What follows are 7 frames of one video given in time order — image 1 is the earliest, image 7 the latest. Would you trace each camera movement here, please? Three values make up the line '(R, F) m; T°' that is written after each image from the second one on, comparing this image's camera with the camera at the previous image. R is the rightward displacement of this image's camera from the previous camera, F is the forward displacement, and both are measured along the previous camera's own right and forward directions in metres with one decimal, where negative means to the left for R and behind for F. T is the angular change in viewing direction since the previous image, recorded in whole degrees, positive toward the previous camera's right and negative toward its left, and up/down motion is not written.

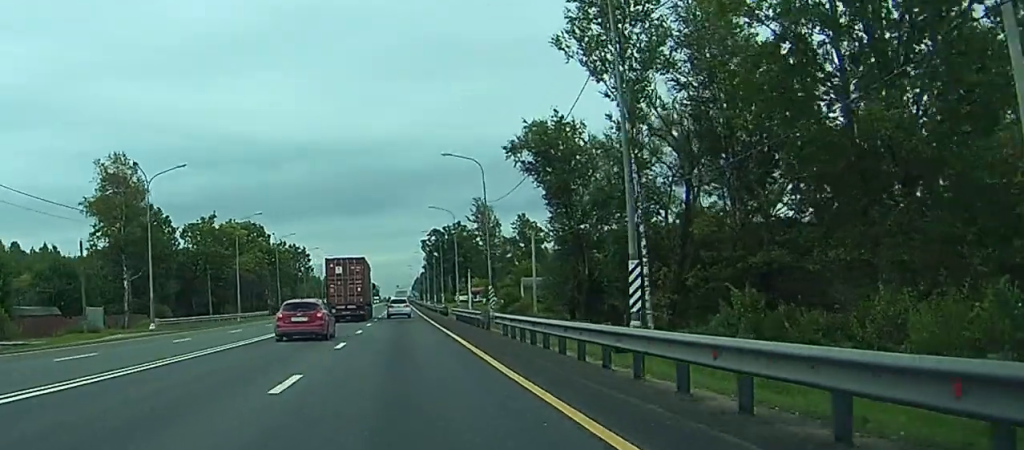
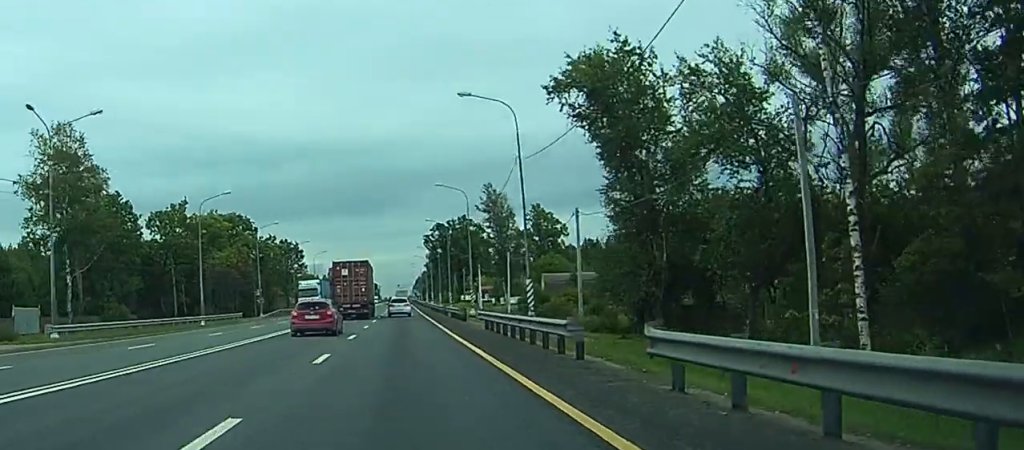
(-0.1, +17.8) m; 0°
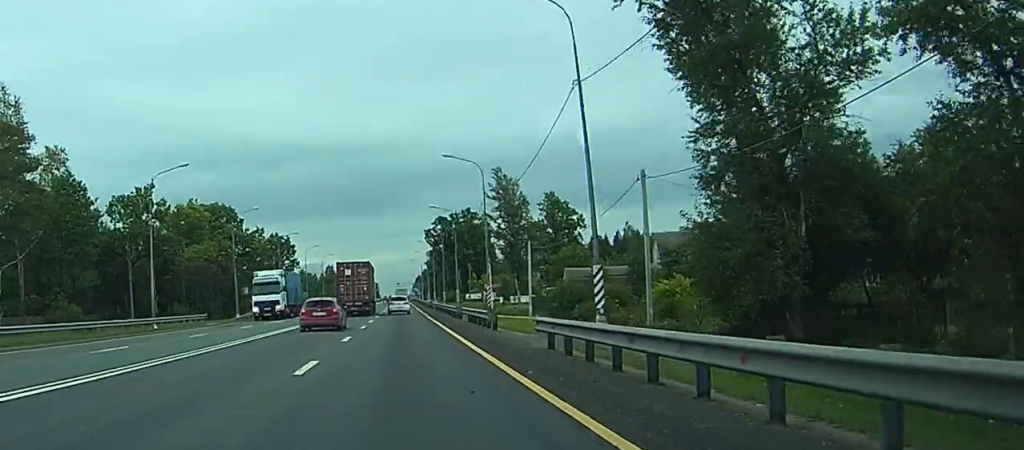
(0.0, +15.1) m; 0°
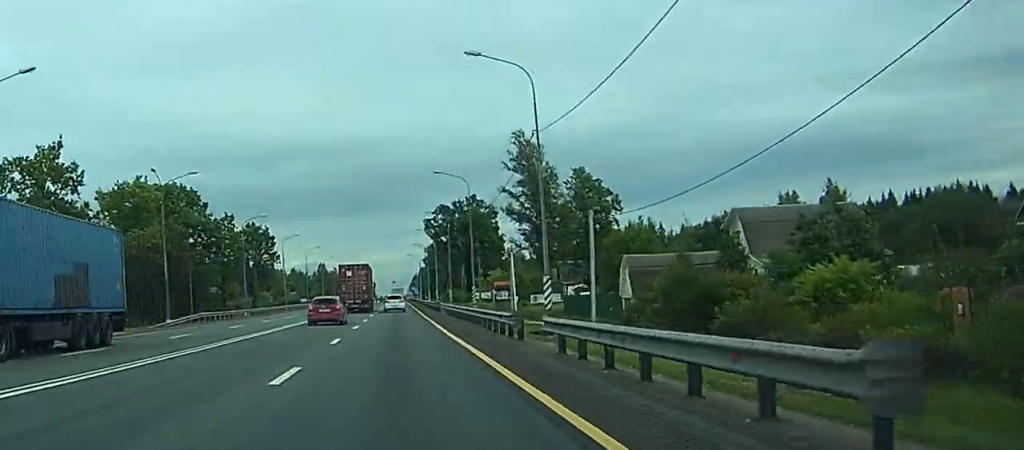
(+0.1, +25.6) m; +1°
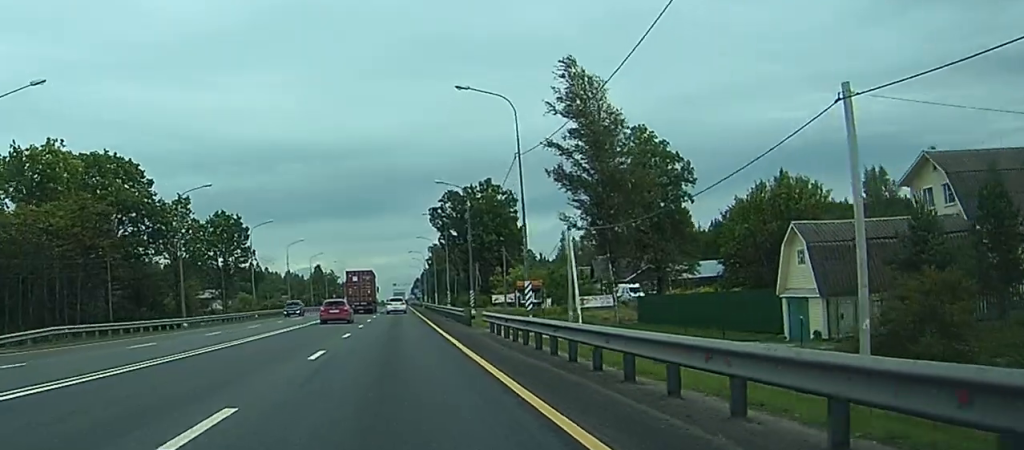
(-0.4, +29.1) m; -2°
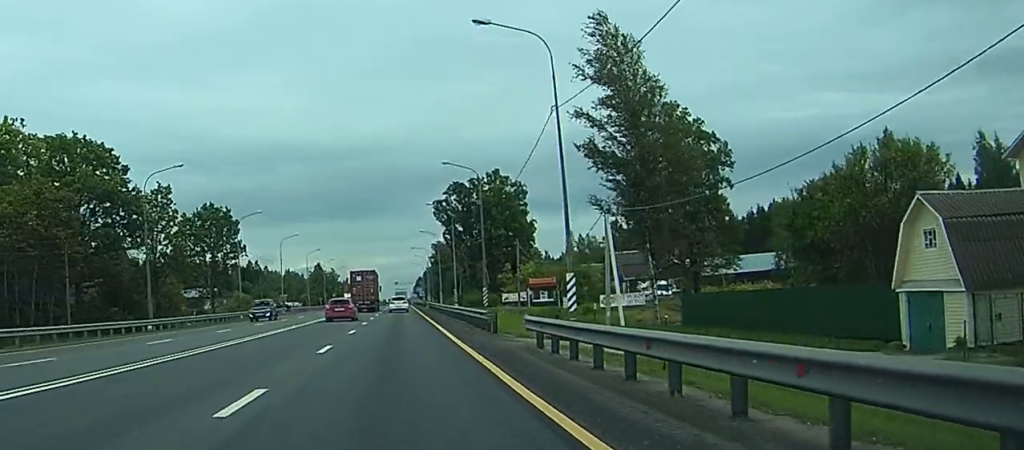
(-0.1, +9.9) m; 0°
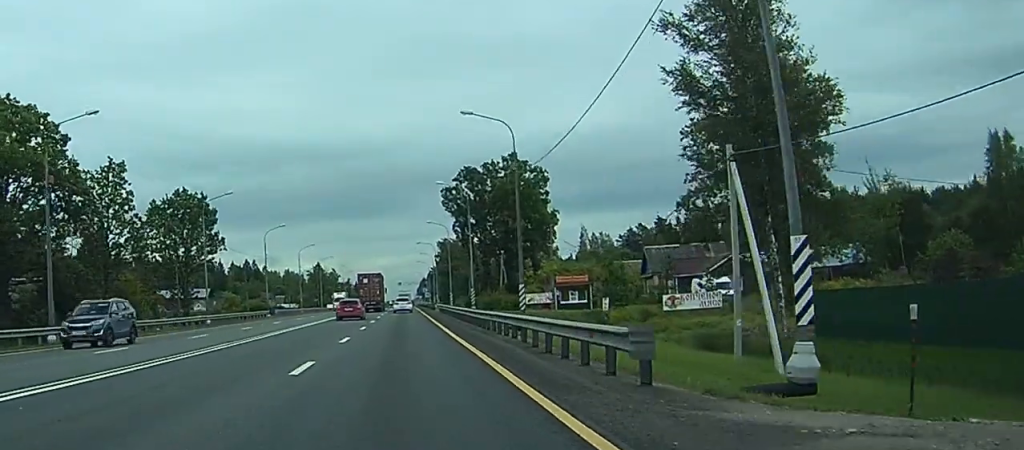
(+0.3, +17.9) m; +1°
